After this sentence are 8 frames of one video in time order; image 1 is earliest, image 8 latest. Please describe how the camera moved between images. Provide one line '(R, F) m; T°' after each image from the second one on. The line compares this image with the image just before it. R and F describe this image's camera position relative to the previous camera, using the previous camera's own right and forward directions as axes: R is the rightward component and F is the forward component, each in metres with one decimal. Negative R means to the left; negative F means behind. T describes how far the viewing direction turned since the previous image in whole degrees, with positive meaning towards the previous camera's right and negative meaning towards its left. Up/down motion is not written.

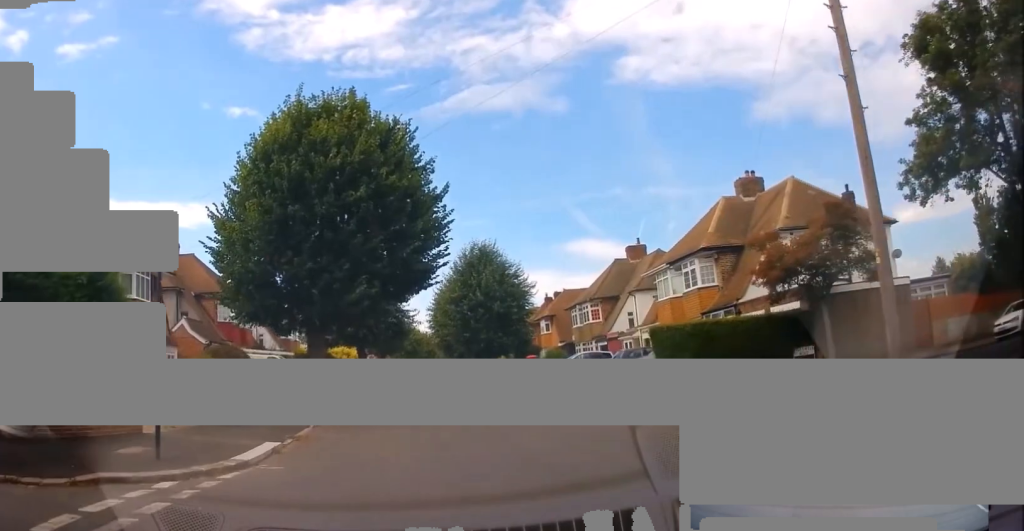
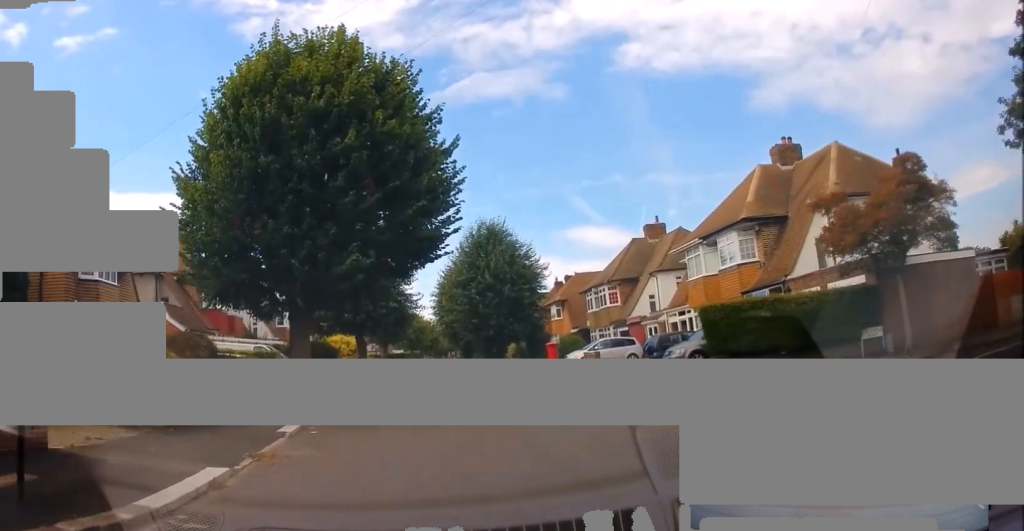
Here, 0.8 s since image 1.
(0.0, +3.8) m; -4°
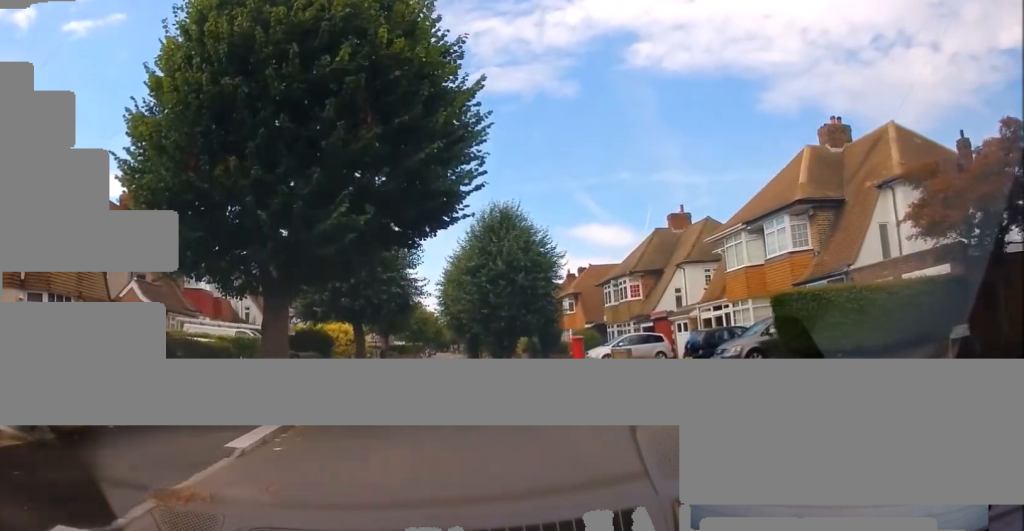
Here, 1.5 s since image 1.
(-0.2, +4.0) m; -2°
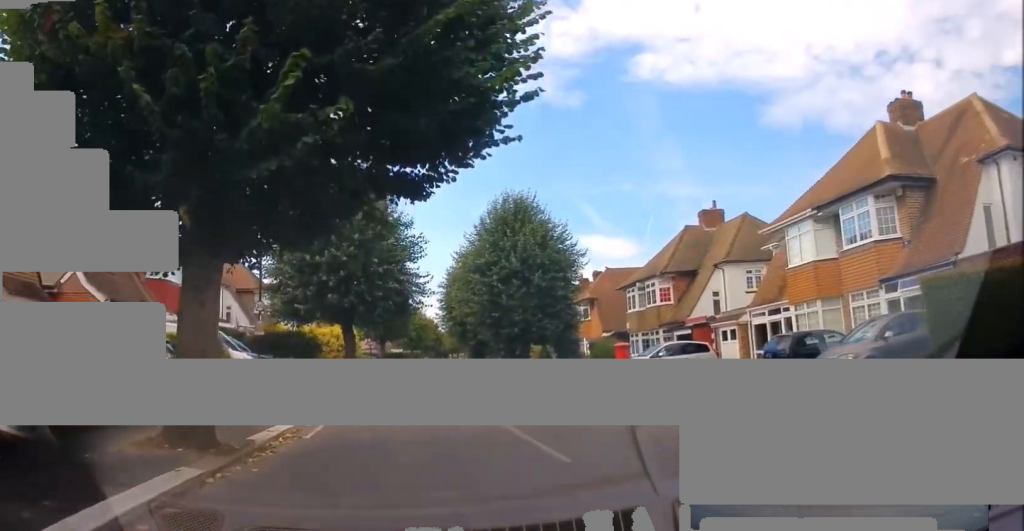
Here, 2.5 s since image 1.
(0.0, +5.2) m; +3°
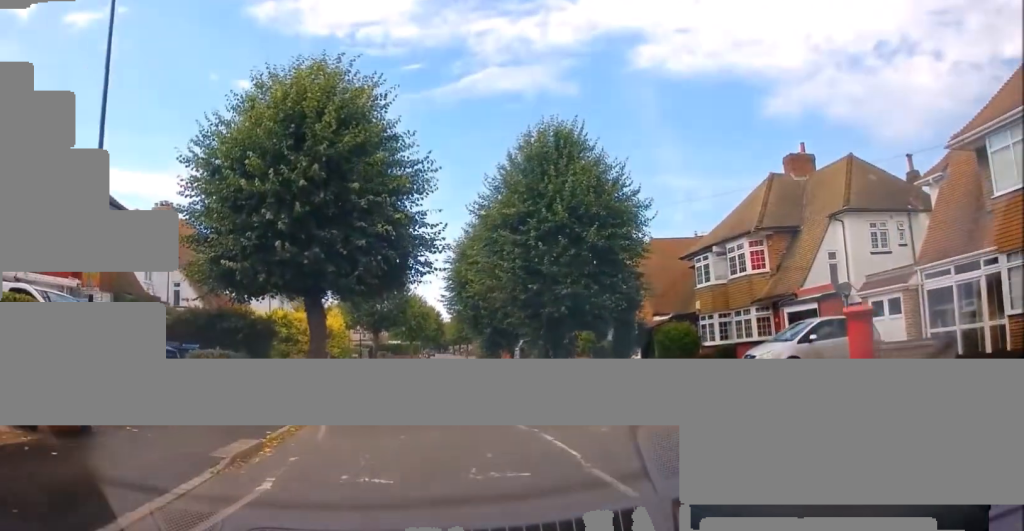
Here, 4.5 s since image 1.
(+0.1, +10.8) m; -3°
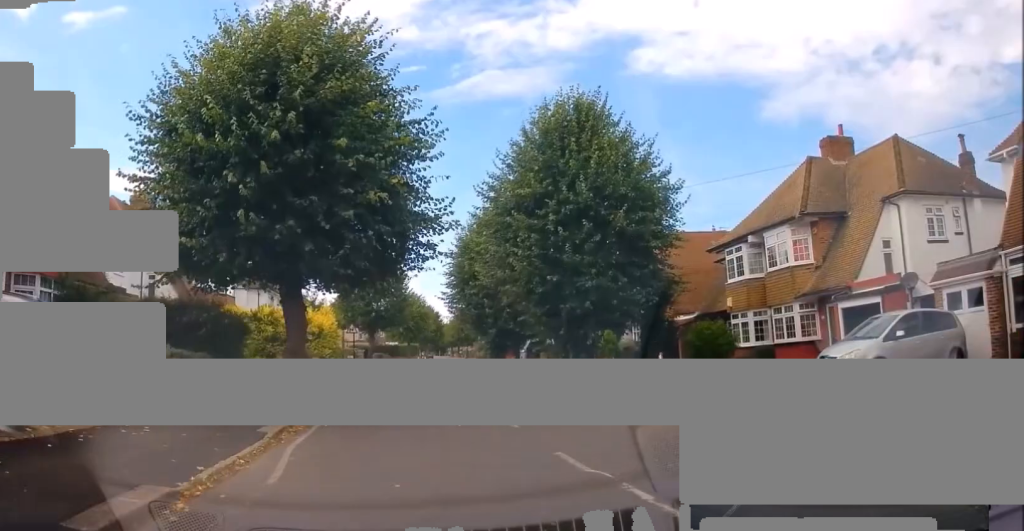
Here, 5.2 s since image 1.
(-0.2, +3.6) m; 0°
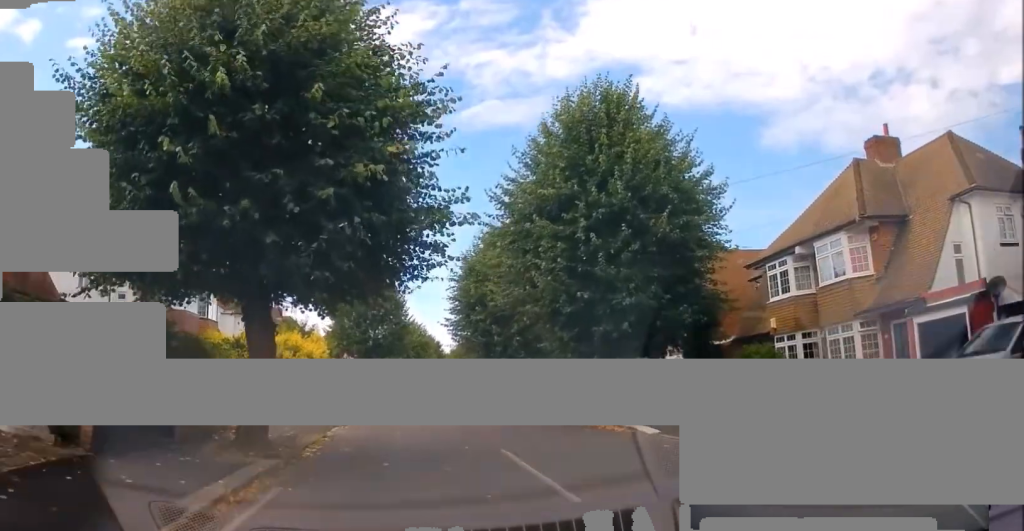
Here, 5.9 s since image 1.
(+0.3, +3.7) m; 0°
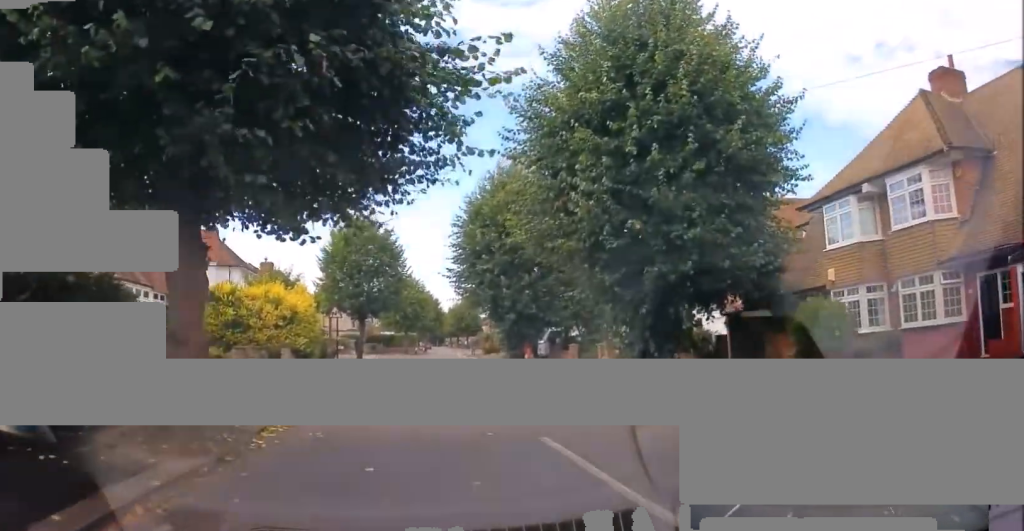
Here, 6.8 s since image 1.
(-0.2, +4.4) m; 0°
